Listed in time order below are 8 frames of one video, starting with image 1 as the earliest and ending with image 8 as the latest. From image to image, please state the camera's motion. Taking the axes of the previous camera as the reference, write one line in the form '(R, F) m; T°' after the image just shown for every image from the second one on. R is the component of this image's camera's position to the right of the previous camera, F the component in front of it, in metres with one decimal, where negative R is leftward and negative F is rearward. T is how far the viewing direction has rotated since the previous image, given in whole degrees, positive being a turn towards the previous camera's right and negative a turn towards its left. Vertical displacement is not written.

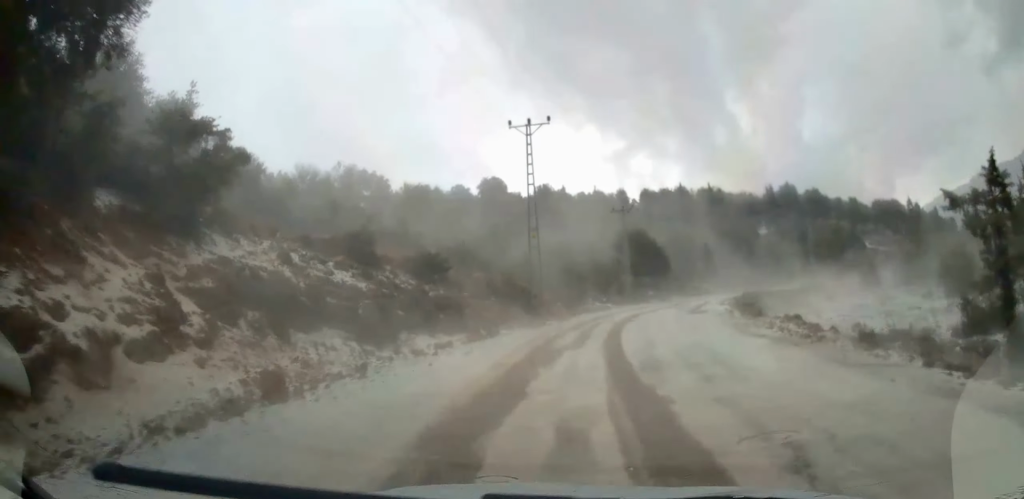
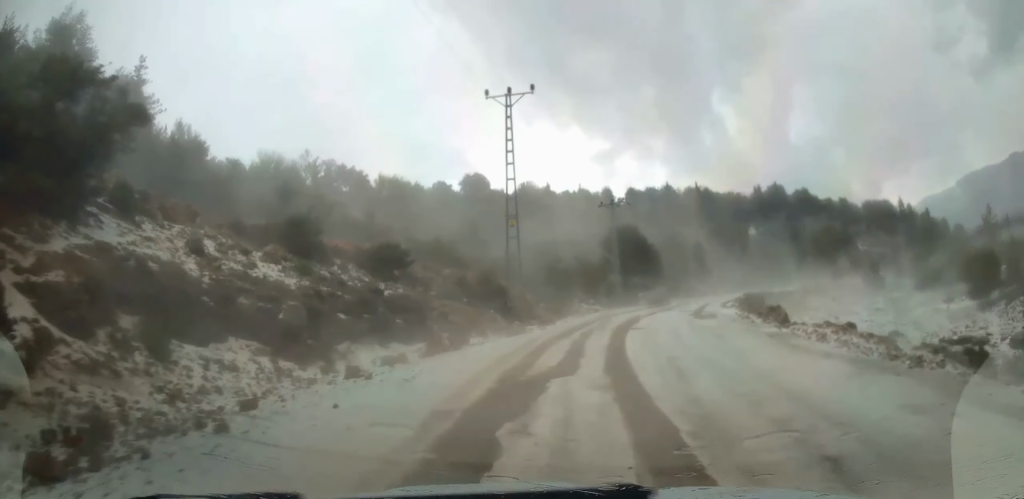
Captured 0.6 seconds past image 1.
(+0.2, +4.8) m; +1°
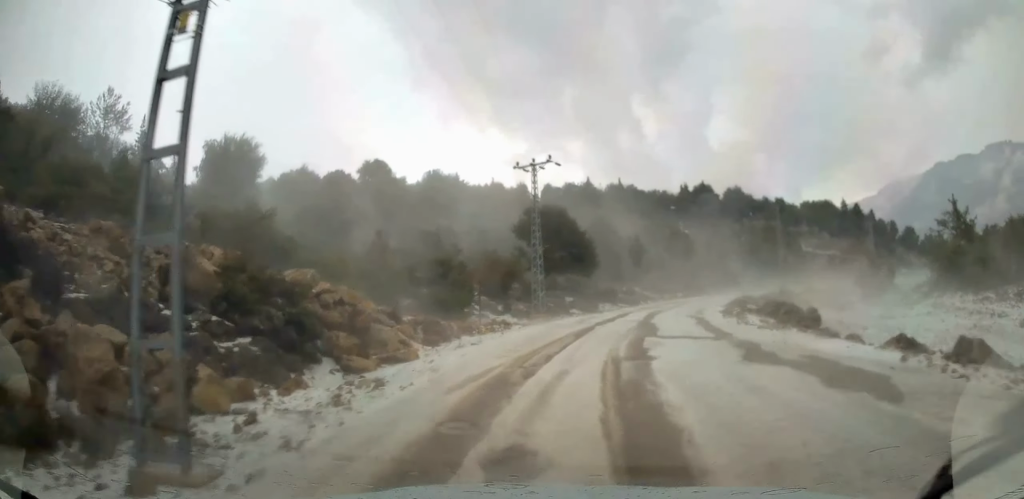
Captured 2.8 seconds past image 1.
(+0.6, +19.0) m; +7°
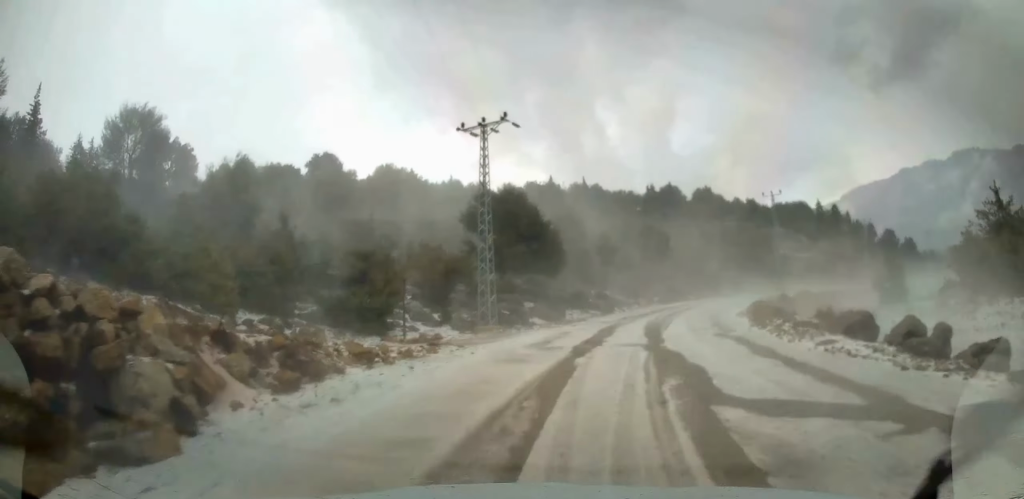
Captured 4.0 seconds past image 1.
(+0.6, +9.8) m; +5°
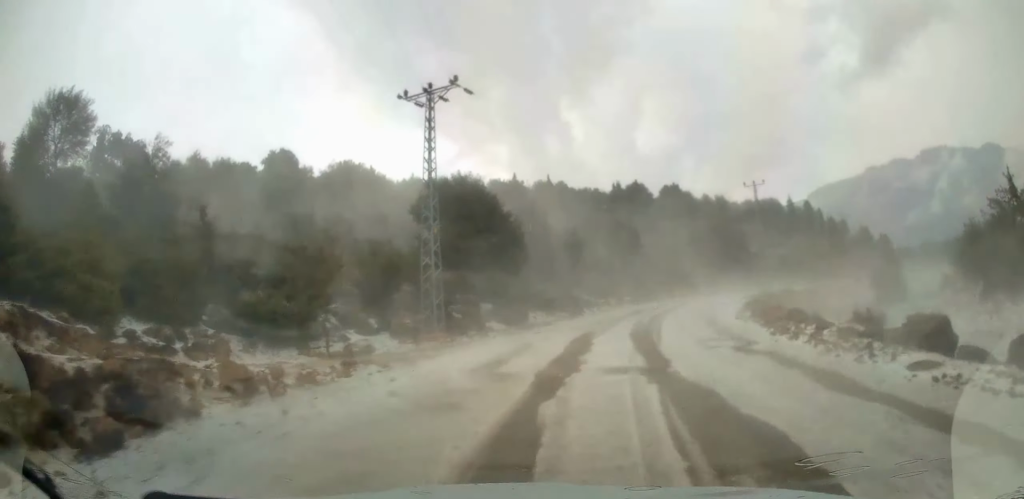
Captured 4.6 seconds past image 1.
(+0.1, +4.9) m; +2°
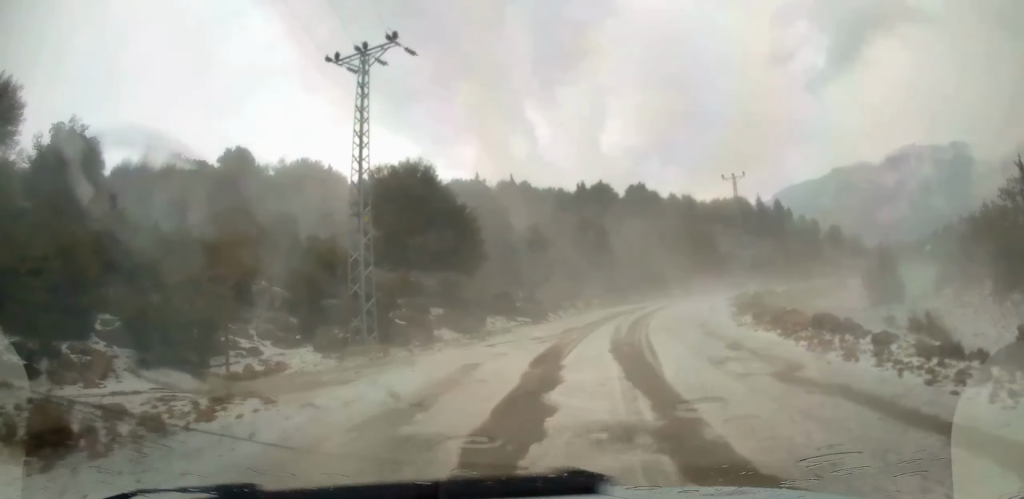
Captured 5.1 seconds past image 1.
(+0.1, +4.3) m; +3°
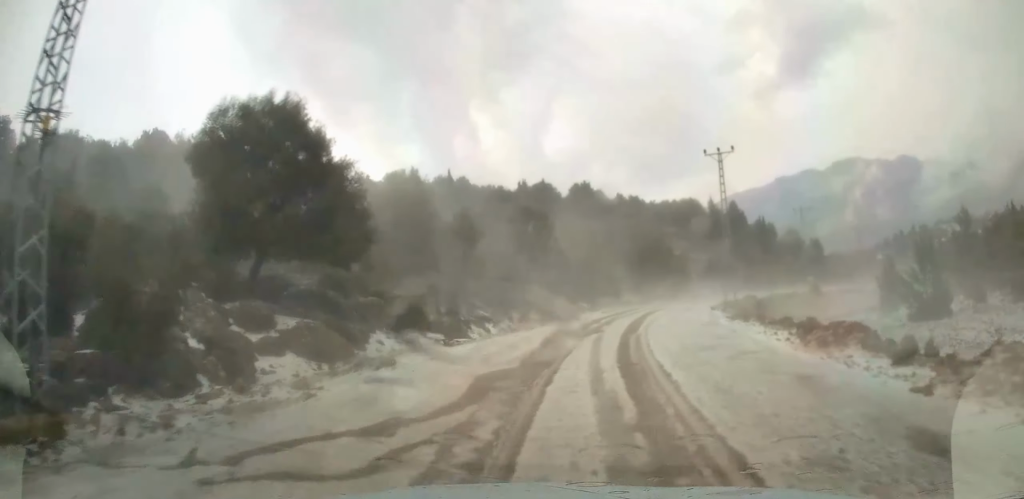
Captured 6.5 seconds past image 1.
(+0.8, +11.4) m; +8°
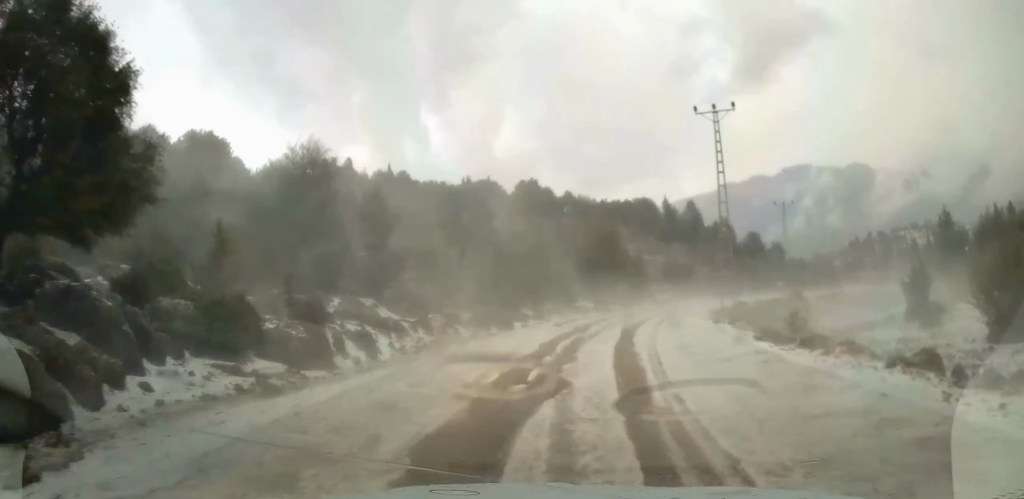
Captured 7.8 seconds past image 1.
(+0.4, +10.7) m; +5°
